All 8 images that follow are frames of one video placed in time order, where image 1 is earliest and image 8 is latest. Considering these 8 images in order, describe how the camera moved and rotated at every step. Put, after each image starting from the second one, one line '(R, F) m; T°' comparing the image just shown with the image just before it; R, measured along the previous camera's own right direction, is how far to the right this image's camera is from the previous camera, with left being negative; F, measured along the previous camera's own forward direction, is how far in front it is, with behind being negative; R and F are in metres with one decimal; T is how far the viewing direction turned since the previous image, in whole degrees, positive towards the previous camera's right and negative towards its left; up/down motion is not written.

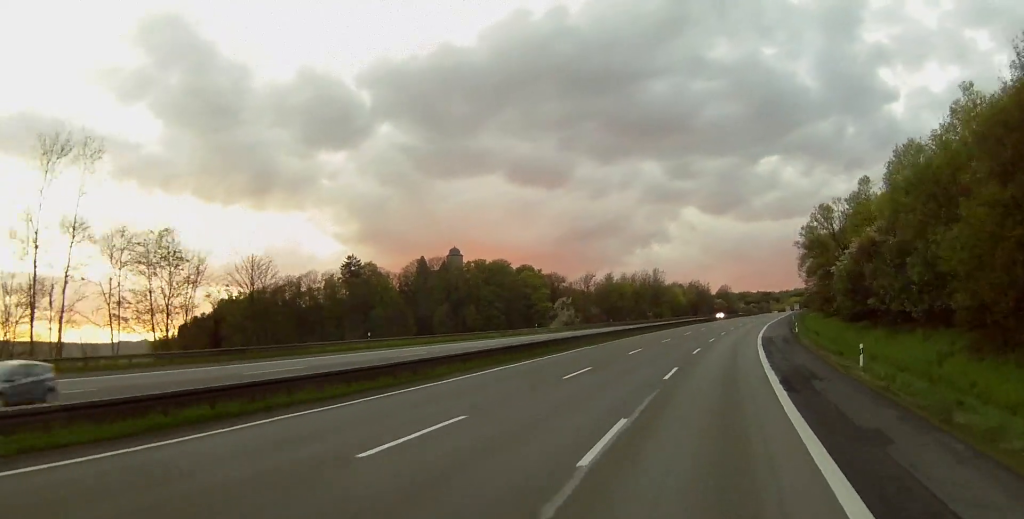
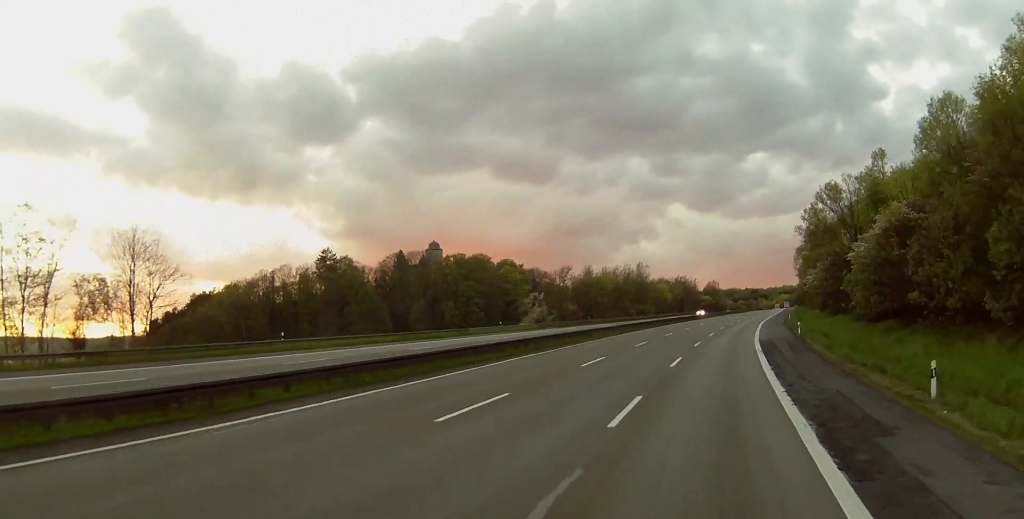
(0.0, +13.8) m; +1°
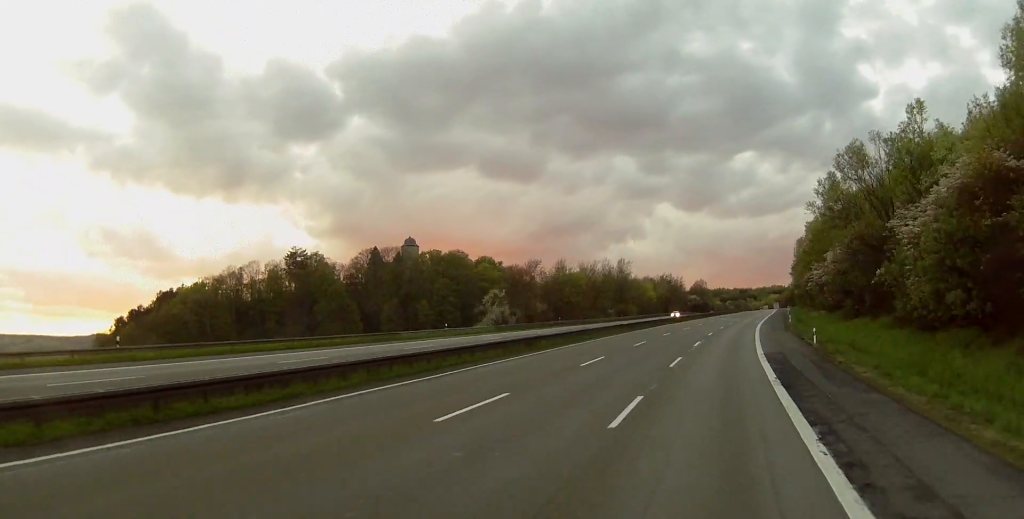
(+0.3, +18.1) m; +1°
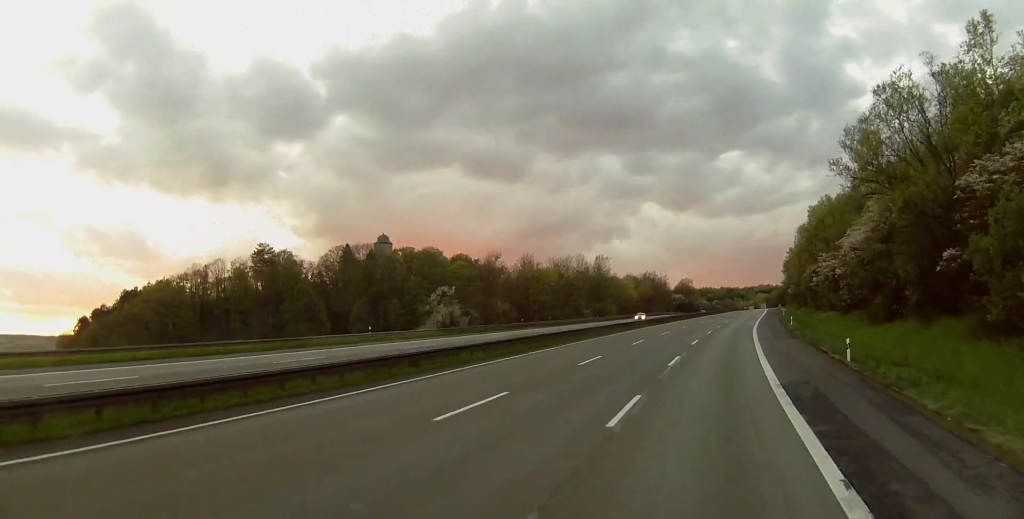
(+0.1, +18.0) m; +1°
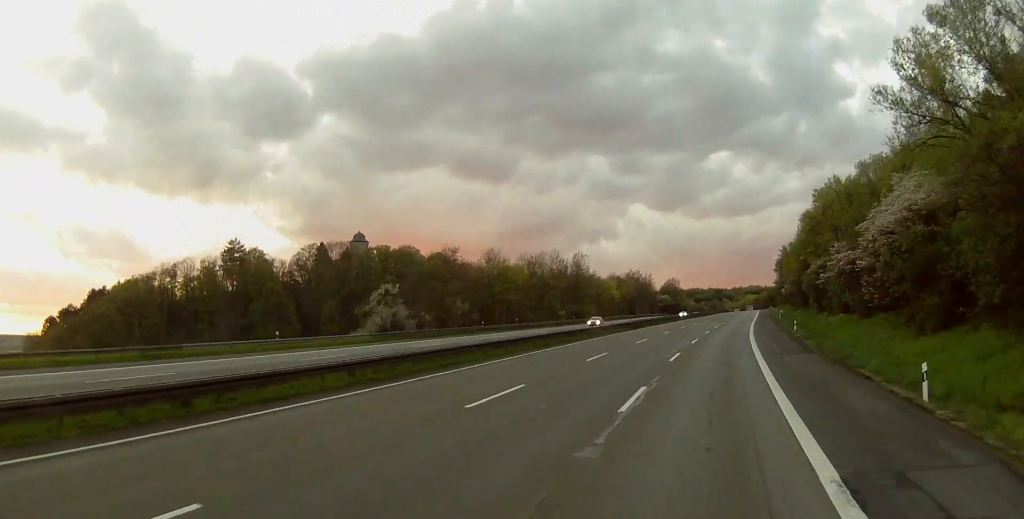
(+0.2, +15.2) m; +1°
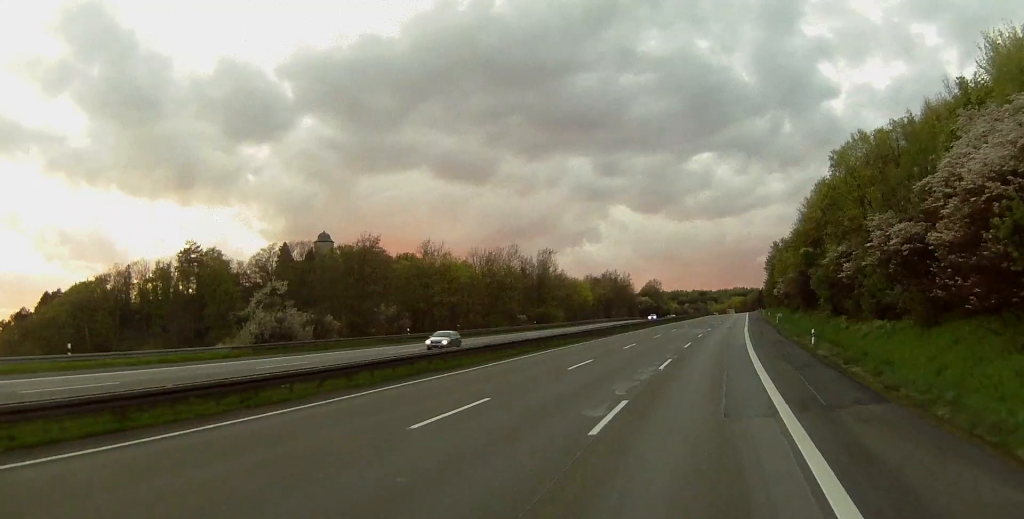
(0.0, +21.7) m; +1°
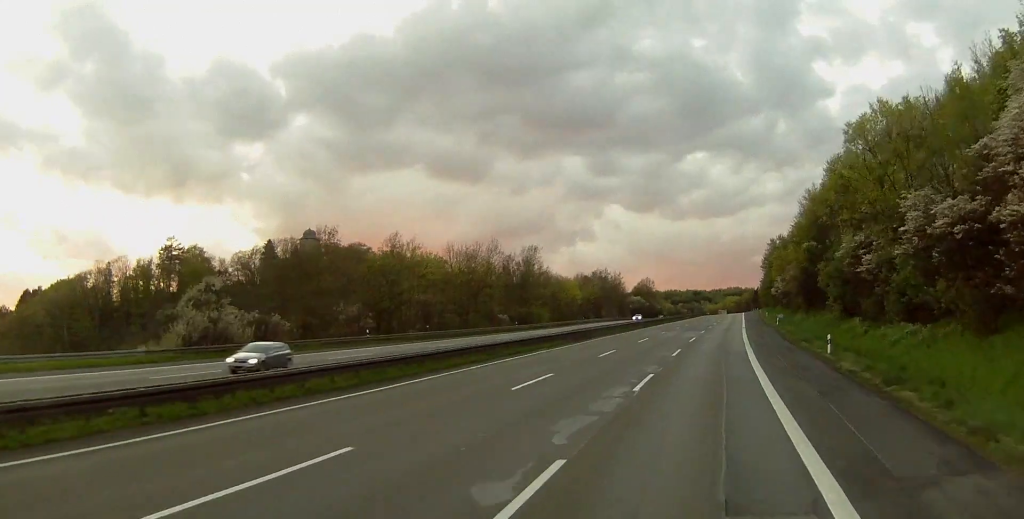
(+0.1, +9.1) m; 0°
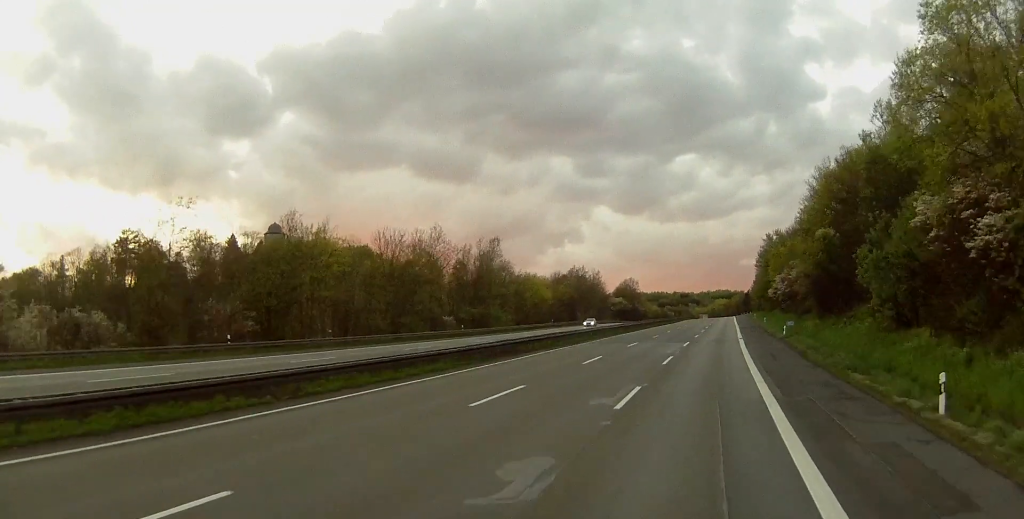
(+0.2, +22.0) m; 0°
